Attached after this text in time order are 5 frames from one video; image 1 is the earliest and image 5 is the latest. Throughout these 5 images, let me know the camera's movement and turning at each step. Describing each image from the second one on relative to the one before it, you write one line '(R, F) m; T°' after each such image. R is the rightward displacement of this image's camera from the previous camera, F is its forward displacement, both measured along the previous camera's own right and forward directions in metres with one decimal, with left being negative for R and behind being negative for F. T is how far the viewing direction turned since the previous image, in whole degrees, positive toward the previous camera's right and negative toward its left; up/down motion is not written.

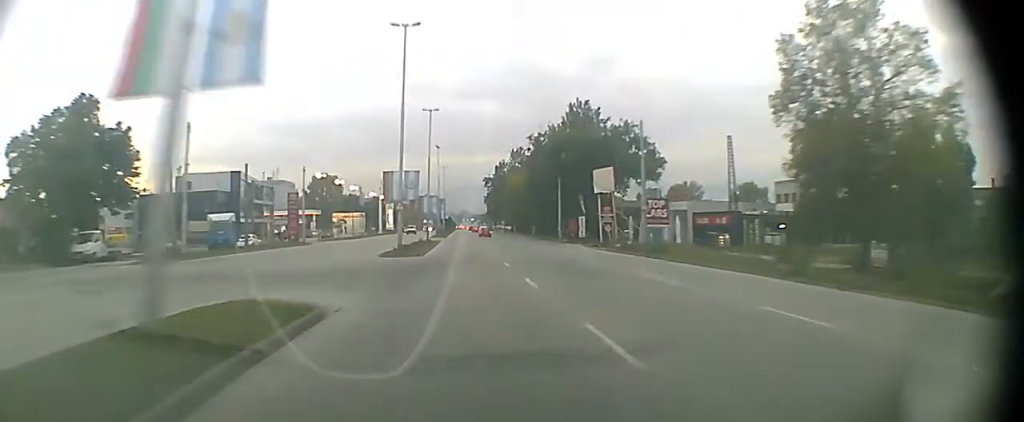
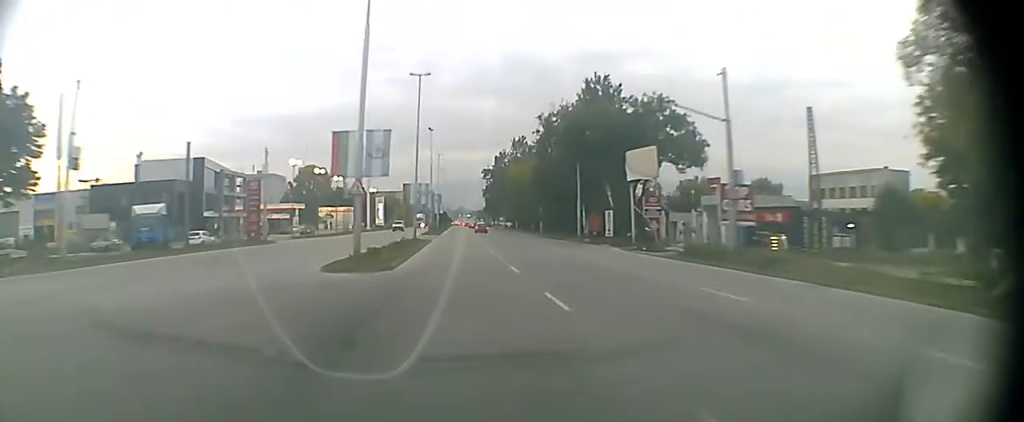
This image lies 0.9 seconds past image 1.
(0.0, +15.3) m; 0°
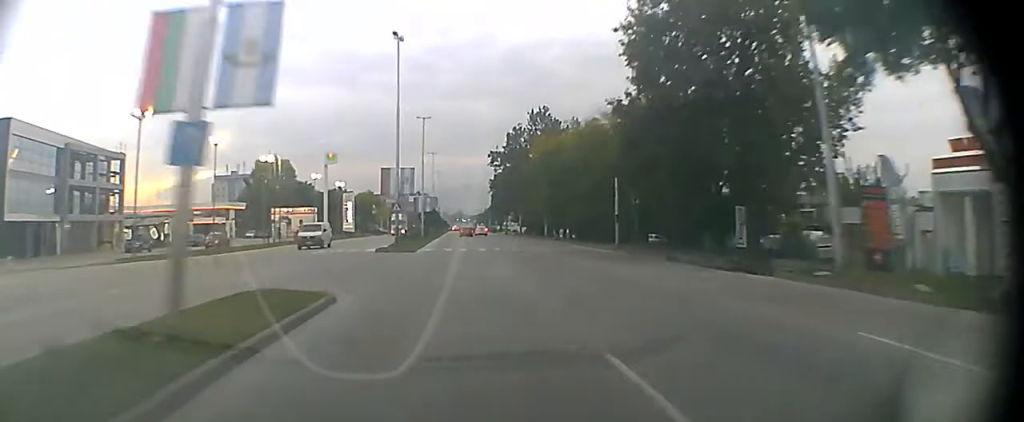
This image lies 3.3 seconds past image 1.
(0.0, +44.5) m; 0°
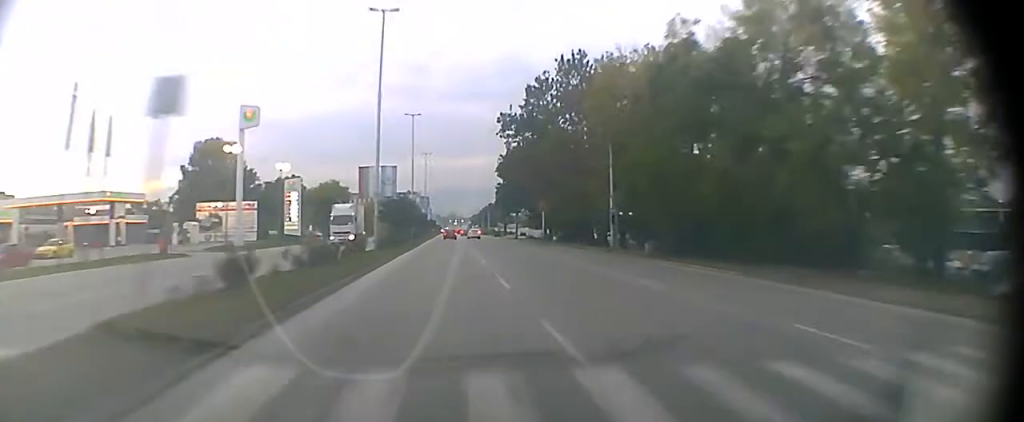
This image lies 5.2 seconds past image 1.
(+0.1, +34.6) m; +1°
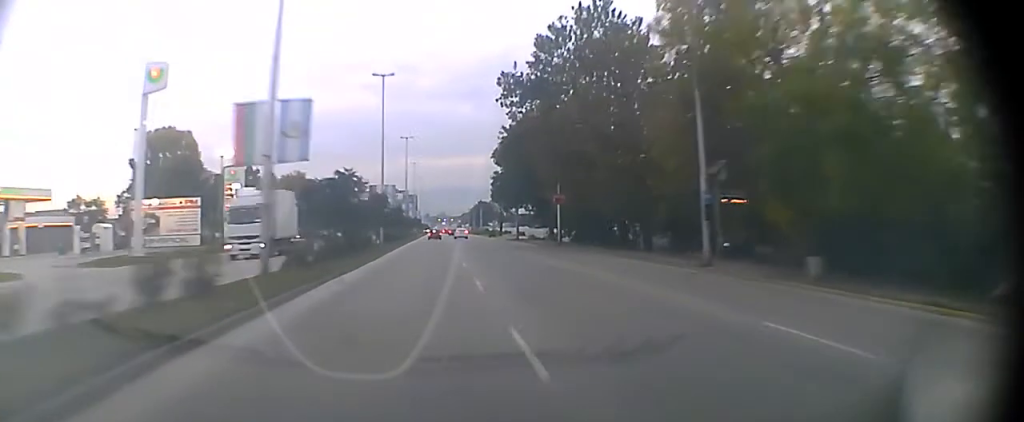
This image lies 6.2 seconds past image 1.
(+0.1, +18.6) m; 0°
